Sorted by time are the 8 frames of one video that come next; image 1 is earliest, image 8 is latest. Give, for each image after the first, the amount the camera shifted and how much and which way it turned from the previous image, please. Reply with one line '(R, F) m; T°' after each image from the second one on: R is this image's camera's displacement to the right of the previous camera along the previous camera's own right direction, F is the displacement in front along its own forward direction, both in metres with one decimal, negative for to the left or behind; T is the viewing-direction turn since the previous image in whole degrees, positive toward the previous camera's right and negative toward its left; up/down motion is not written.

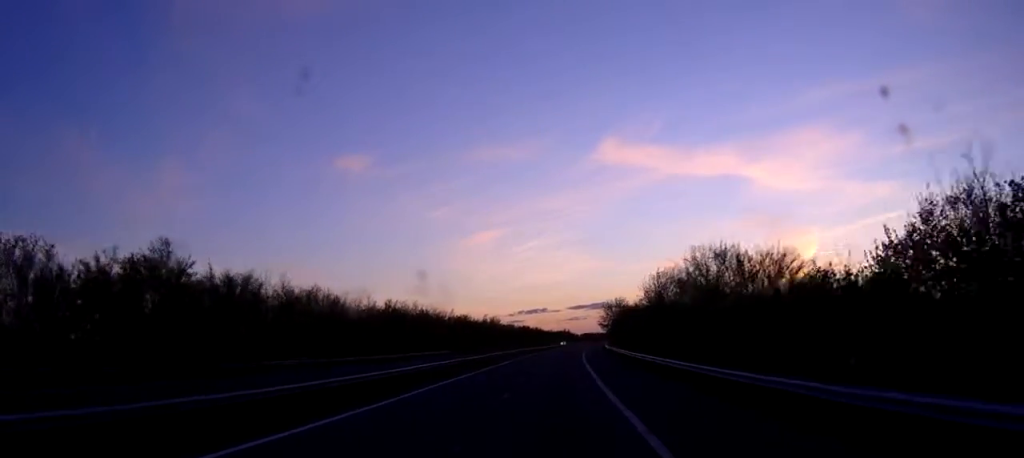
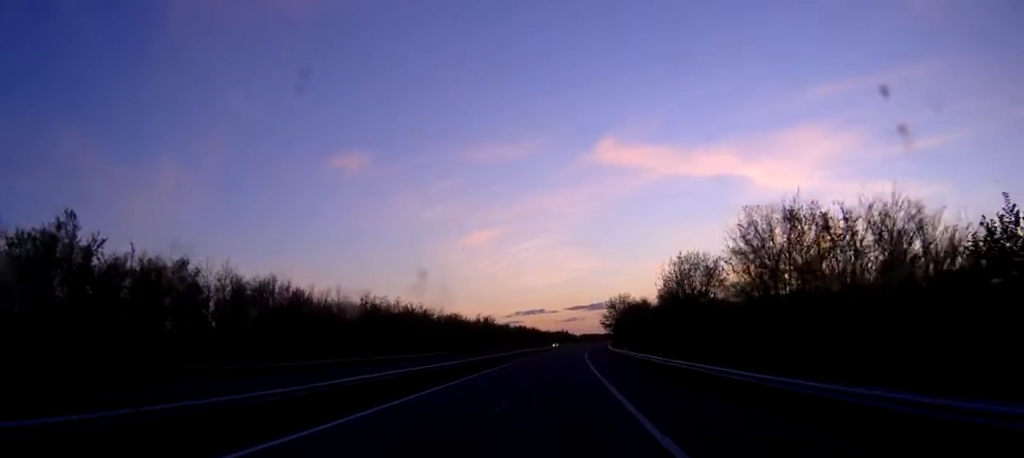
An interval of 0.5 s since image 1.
(+0.1, +12.7) m; 0°
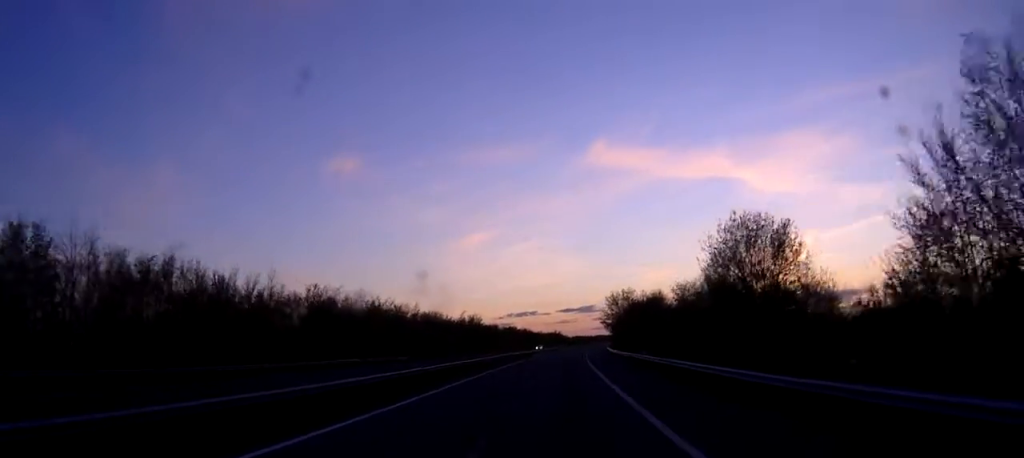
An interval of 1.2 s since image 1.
(+0.1, +18.6) m; +1°
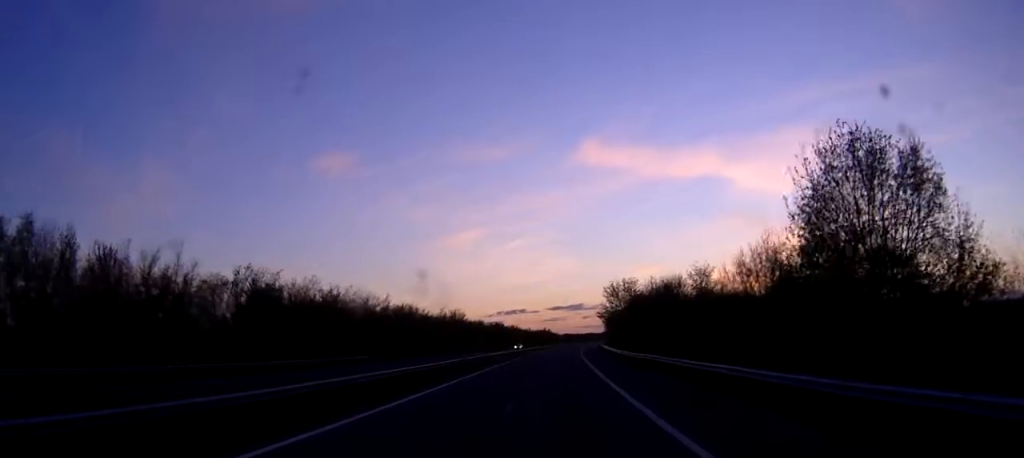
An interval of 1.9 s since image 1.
(0.0, +16.1) m; +1°
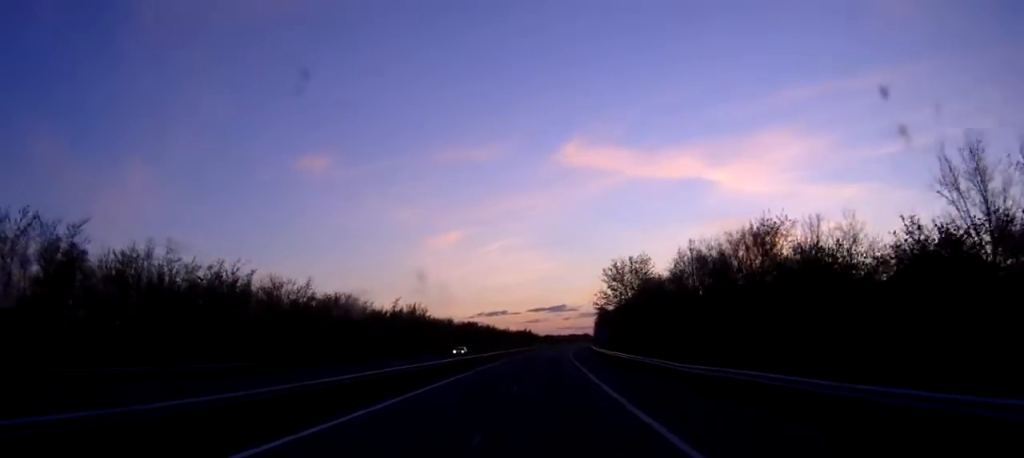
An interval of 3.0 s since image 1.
(+0.4, +28.7) m; +1°
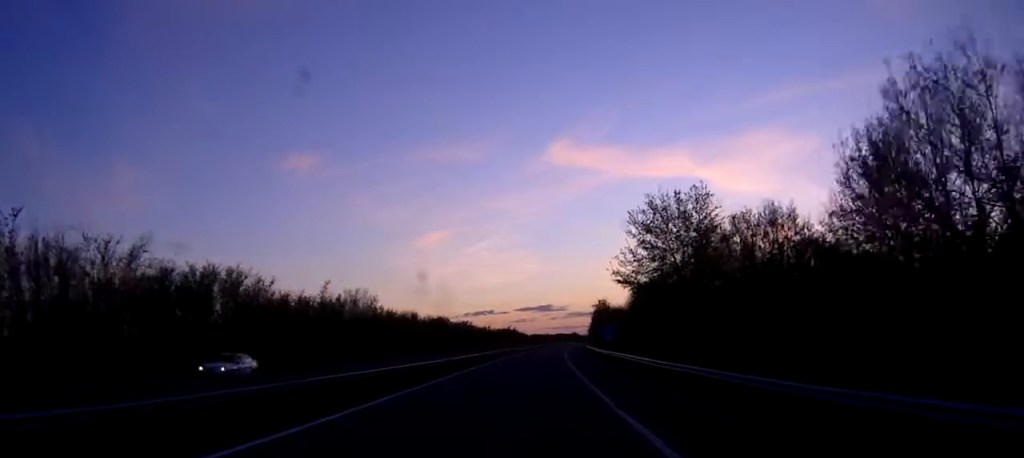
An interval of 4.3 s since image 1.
(-0.1, +33.0) m; 0°
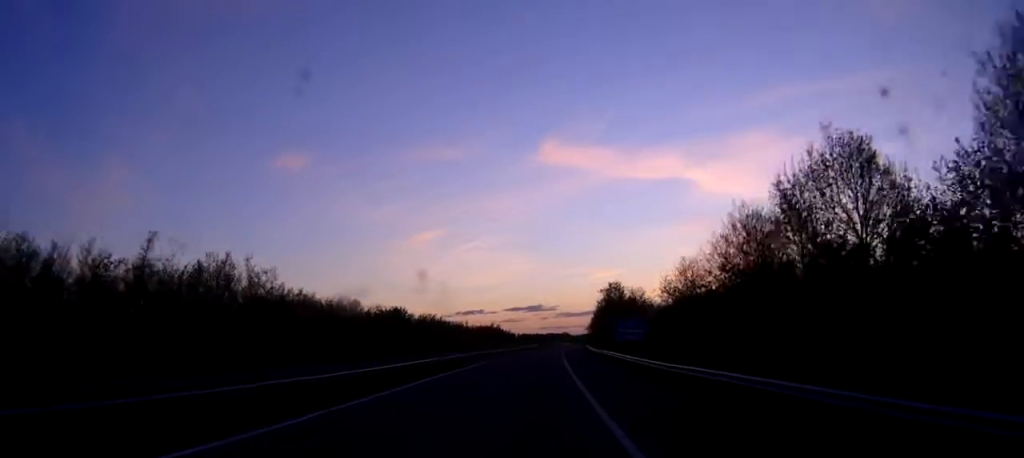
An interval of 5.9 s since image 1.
(+0.3, +39.8) m; +1°
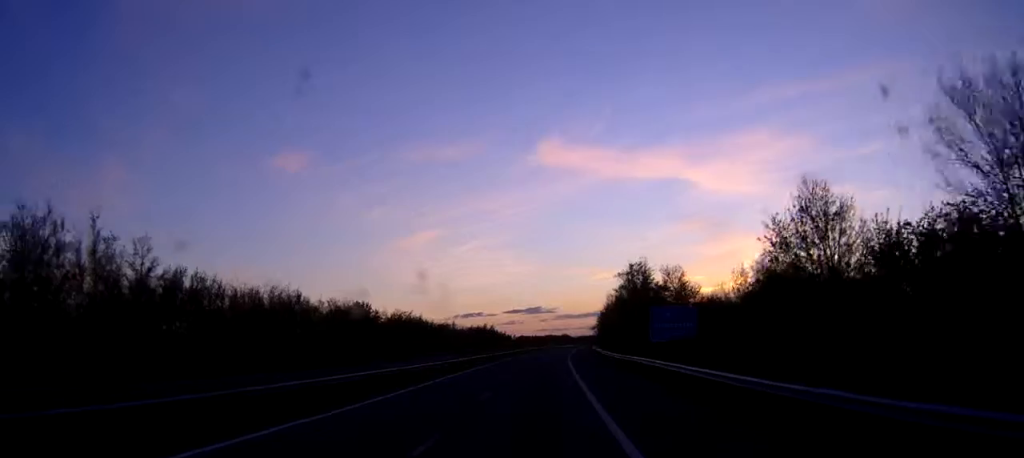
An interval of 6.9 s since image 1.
(0.0, +25.4) m; 0°
